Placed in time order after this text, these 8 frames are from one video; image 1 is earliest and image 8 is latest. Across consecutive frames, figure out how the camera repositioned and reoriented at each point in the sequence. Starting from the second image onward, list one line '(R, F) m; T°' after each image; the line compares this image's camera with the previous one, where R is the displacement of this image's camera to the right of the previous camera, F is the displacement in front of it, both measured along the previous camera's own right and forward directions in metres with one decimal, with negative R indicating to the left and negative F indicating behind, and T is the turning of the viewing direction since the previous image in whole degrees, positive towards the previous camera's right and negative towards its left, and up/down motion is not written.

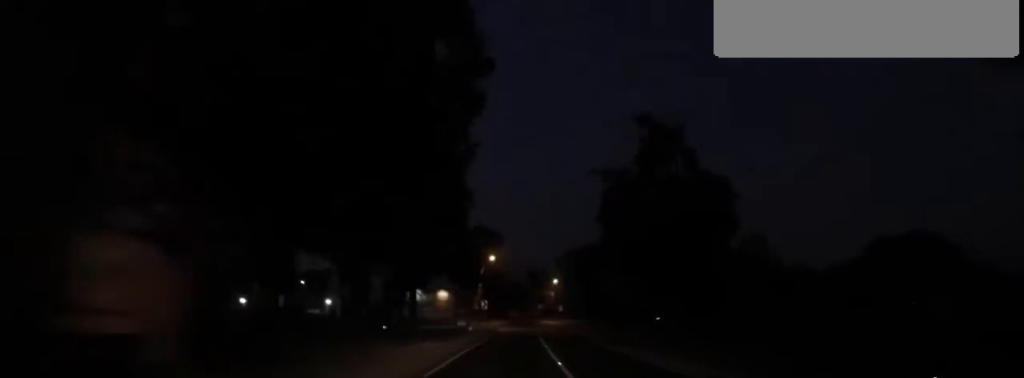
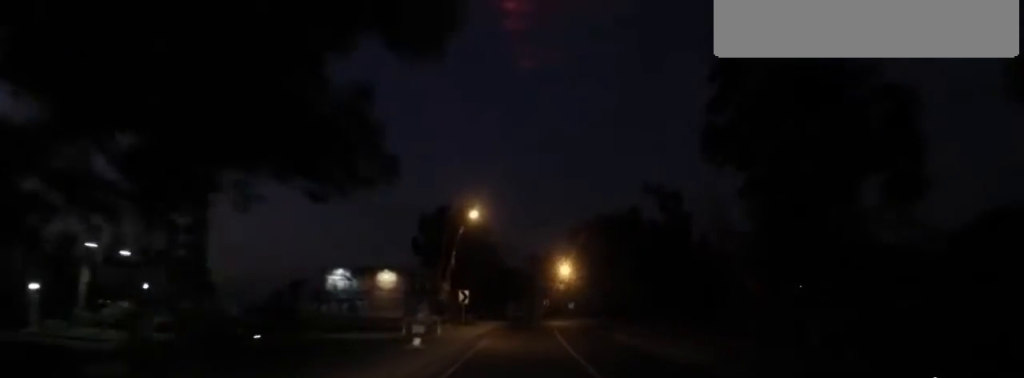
(-0.1, +19.5) m; -1°
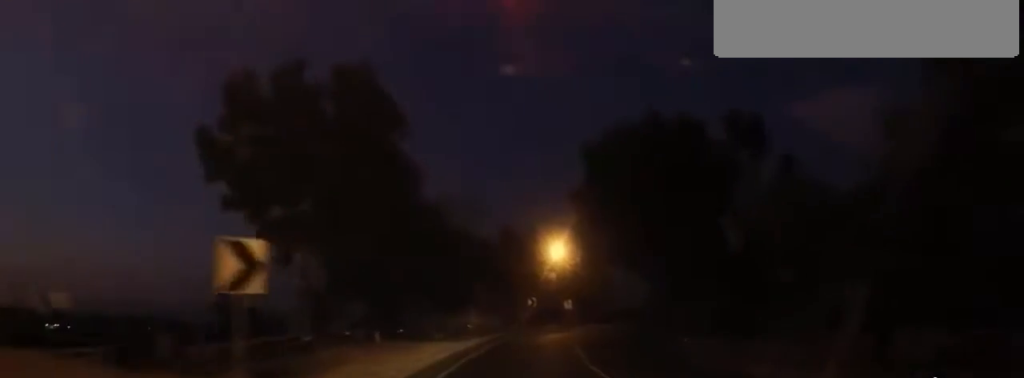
(+0.8, +23.4) m; +10°
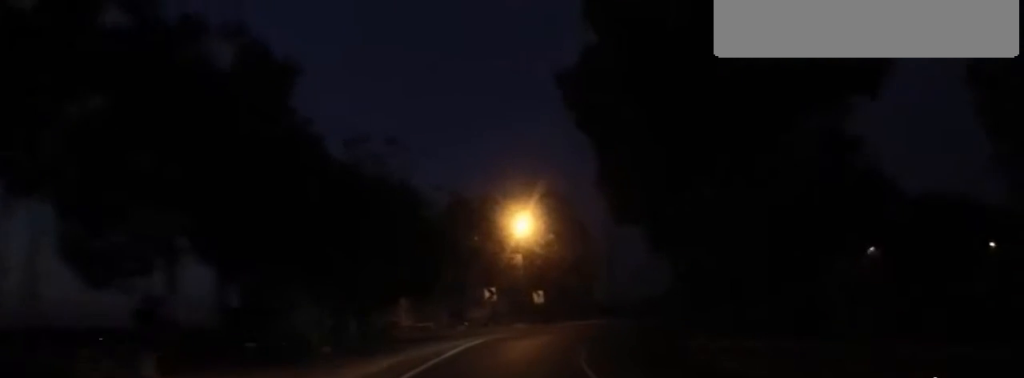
(+1.0, +10.6) m; +10°
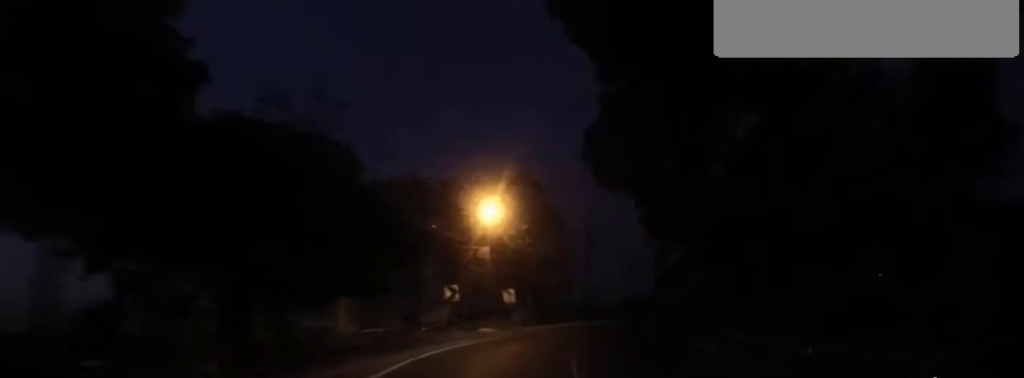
(+0.4, +4.5) m; +4°
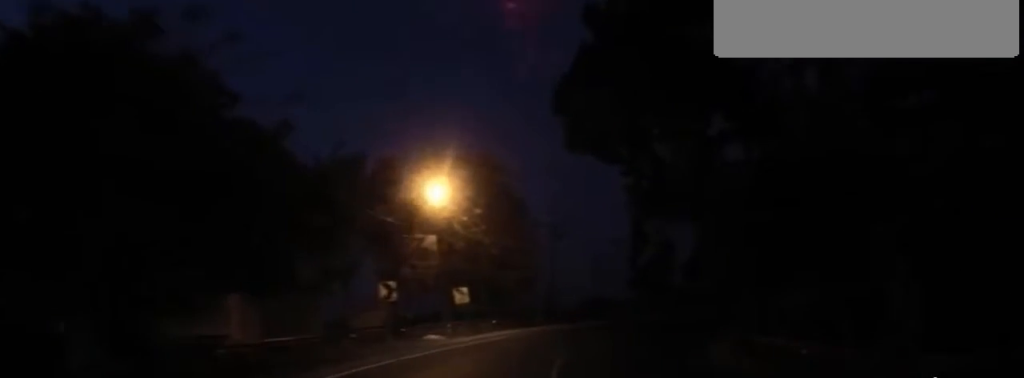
(+0.2, +4.7) m; +2°
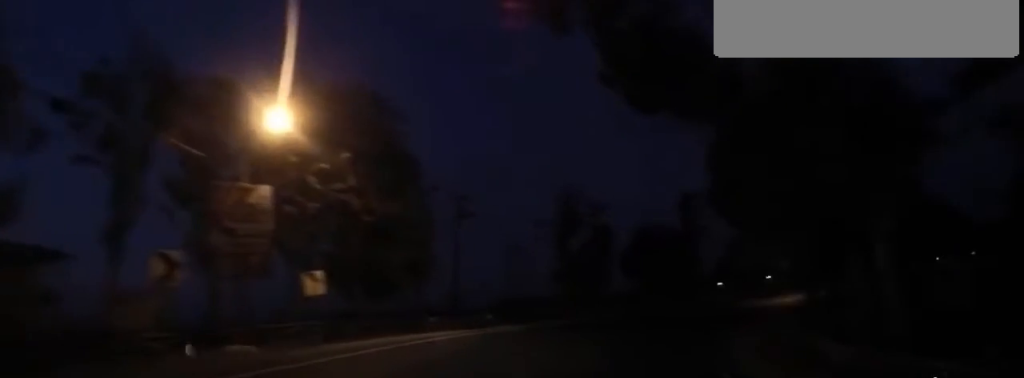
(+0.2, +8.5) m; +3°
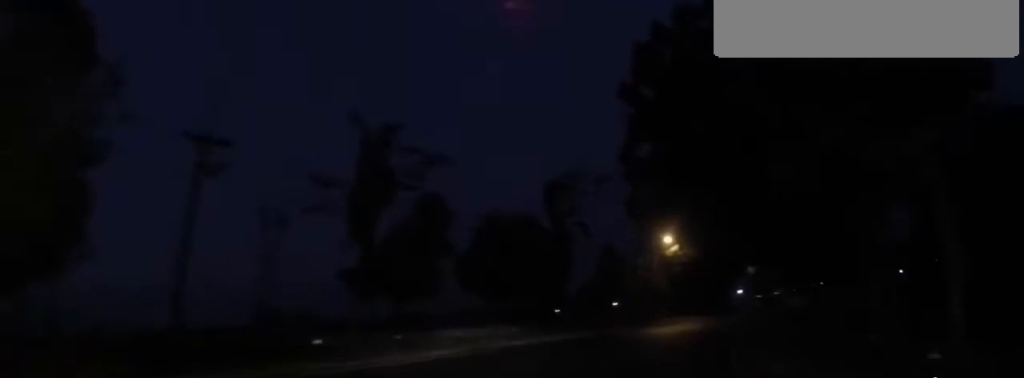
(+0.9, +11.8) m; +16°
